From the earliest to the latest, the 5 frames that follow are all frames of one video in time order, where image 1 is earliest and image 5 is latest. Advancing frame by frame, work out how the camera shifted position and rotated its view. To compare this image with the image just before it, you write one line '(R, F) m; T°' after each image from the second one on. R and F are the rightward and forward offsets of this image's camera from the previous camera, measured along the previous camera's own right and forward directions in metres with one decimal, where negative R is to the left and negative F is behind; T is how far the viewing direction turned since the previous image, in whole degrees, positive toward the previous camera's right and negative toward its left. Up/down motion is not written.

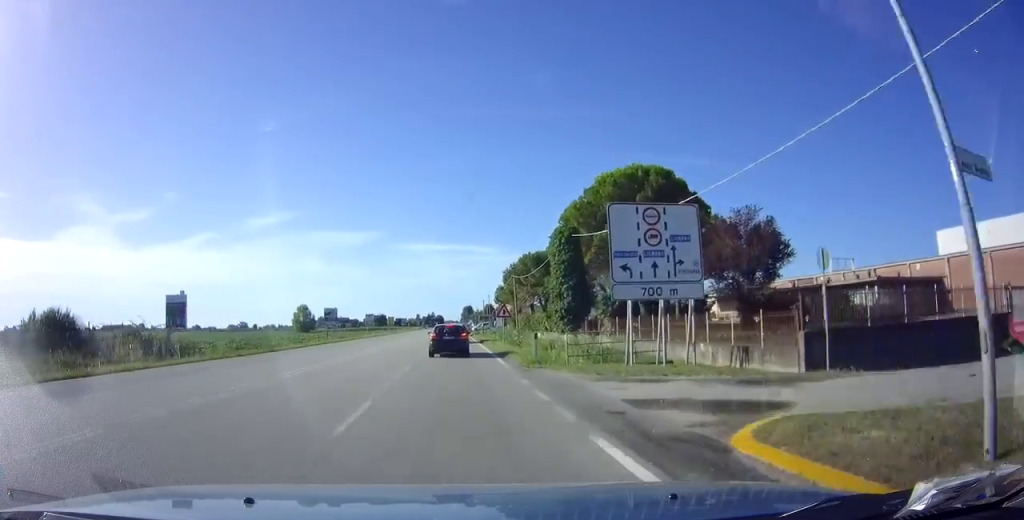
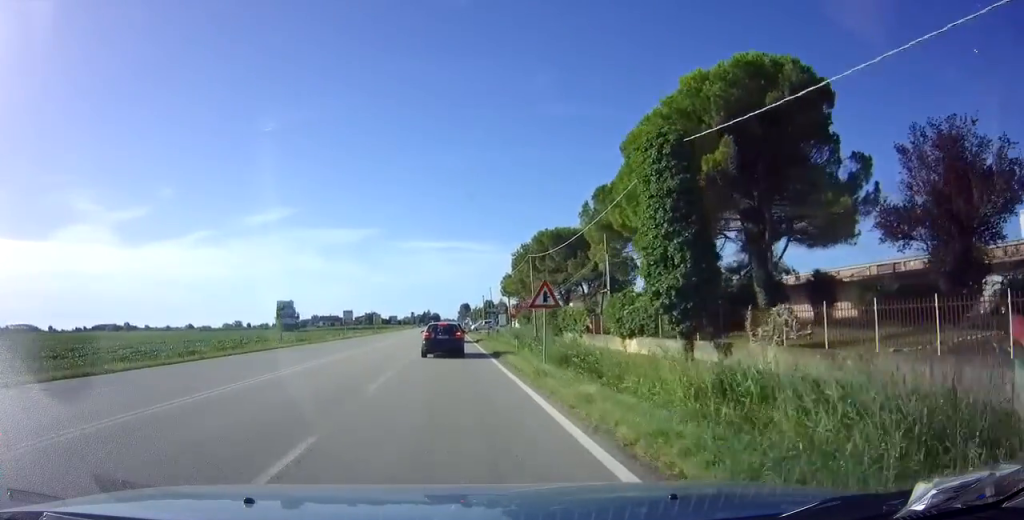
(+0.1, +17.8) m; 0°
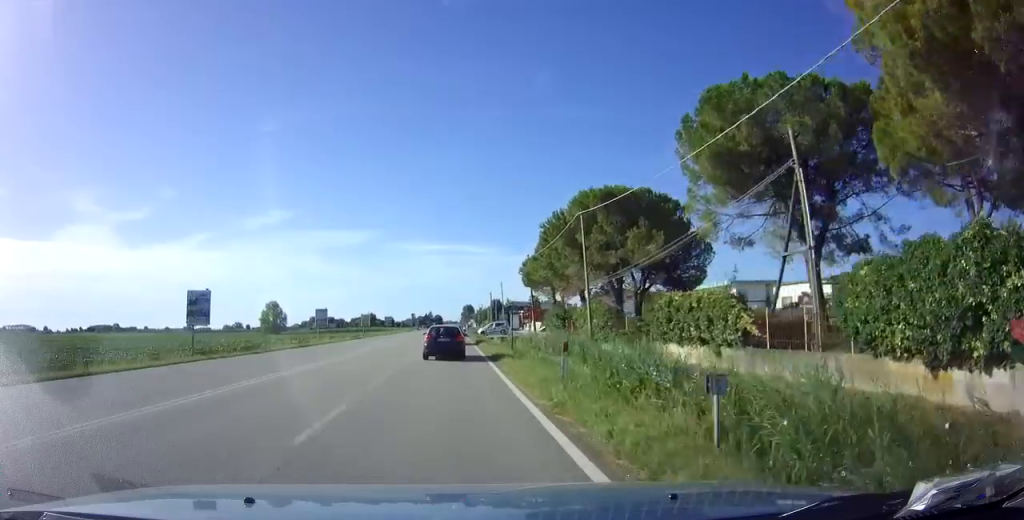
(+0.1, +19.6) m; 0°
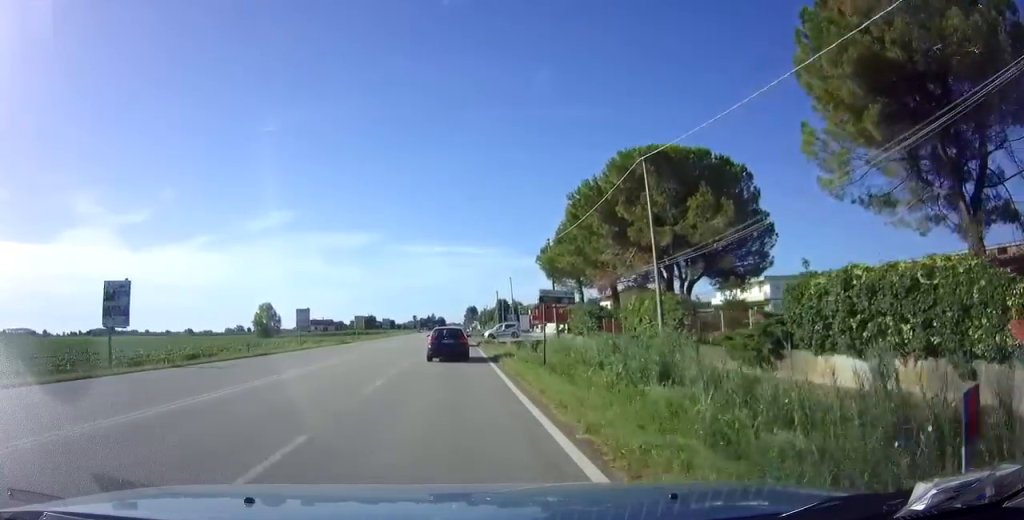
(0.0, +9.8) m; -1°
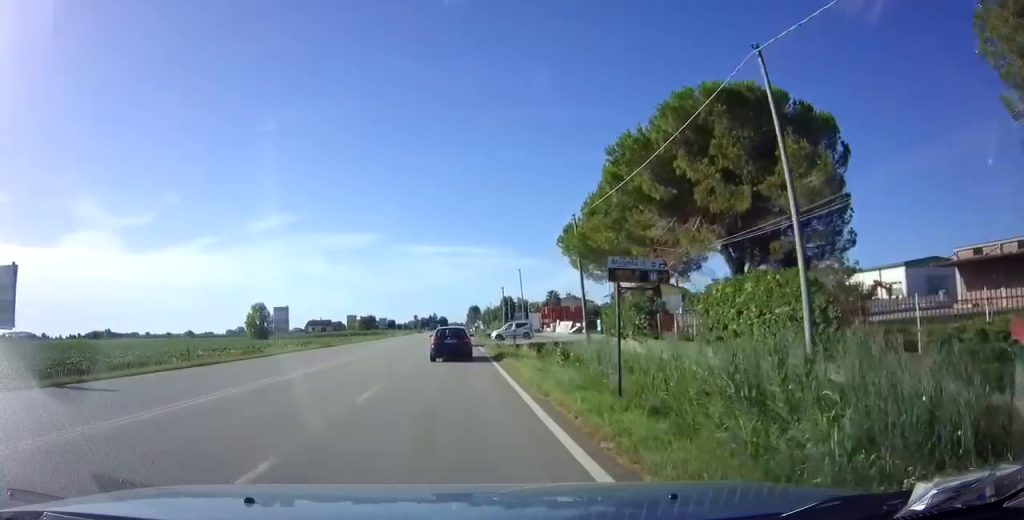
(0.0, +8.7) m; -1°
